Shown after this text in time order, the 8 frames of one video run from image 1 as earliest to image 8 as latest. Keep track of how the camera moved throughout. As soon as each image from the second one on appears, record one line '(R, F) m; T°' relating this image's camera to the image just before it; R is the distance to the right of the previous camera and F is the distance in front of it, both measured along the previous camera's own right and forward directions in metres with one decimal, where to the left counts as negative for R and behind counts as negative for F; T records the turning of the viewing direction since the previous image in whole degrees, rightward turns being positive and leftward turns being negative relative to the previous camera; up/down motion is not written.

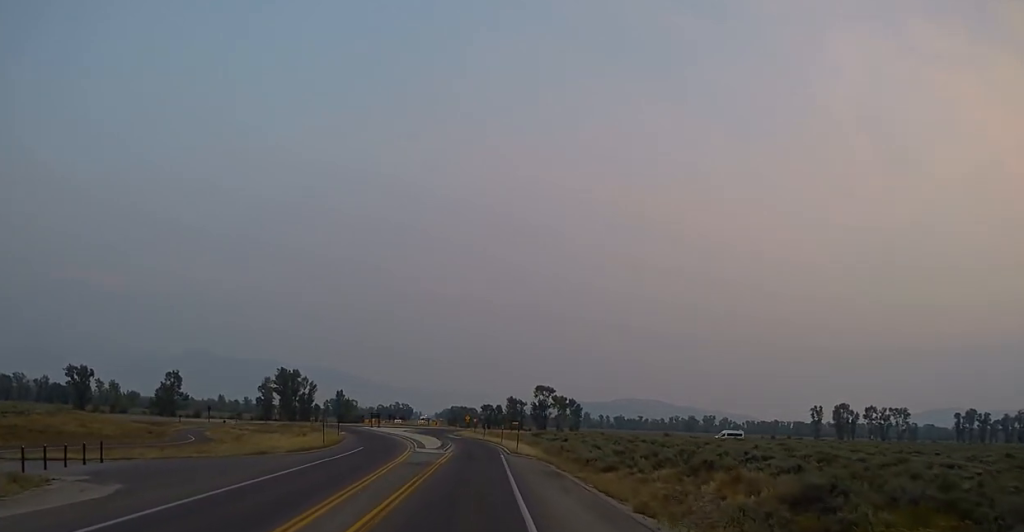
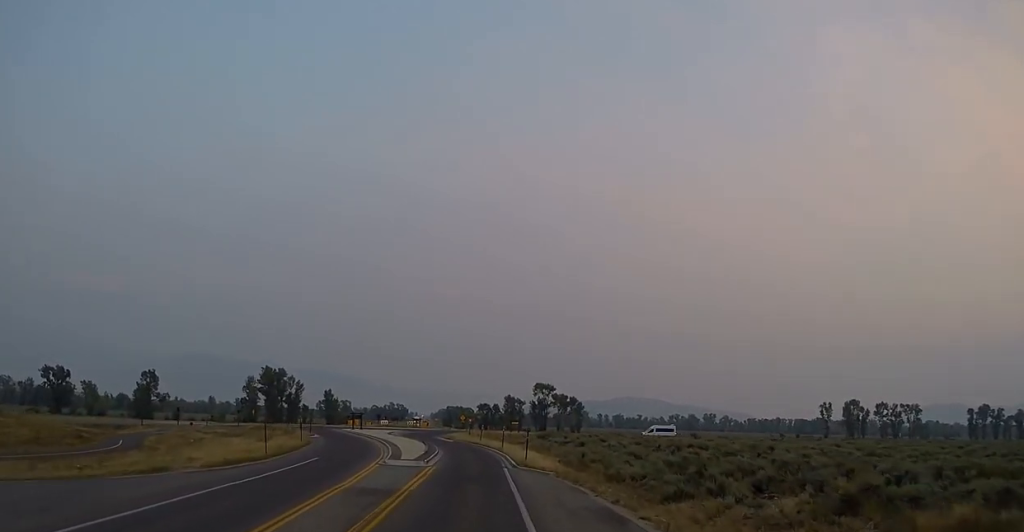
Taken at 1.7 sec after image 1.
(+0.3, +12.3) m; -1°
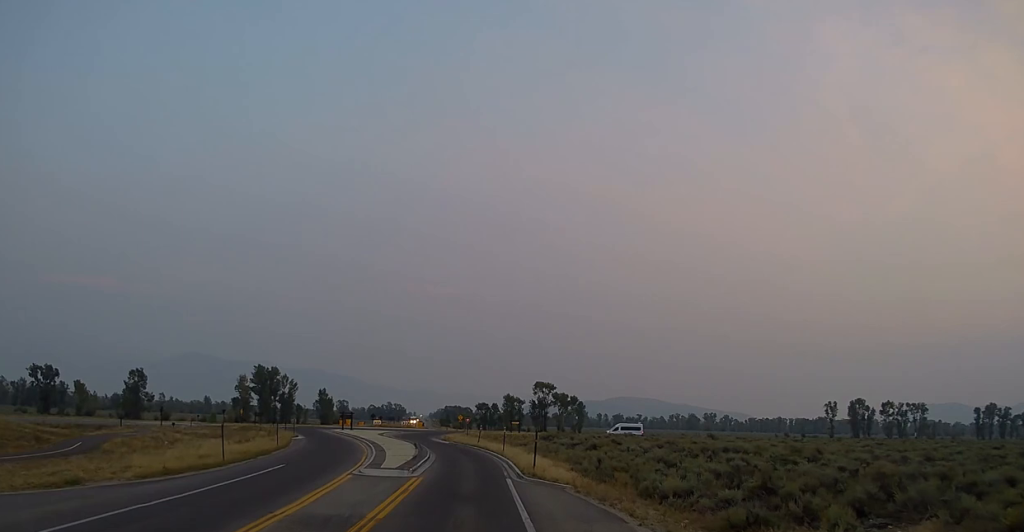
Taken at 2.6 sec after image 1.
(-0.1, +6.0) m; -1°
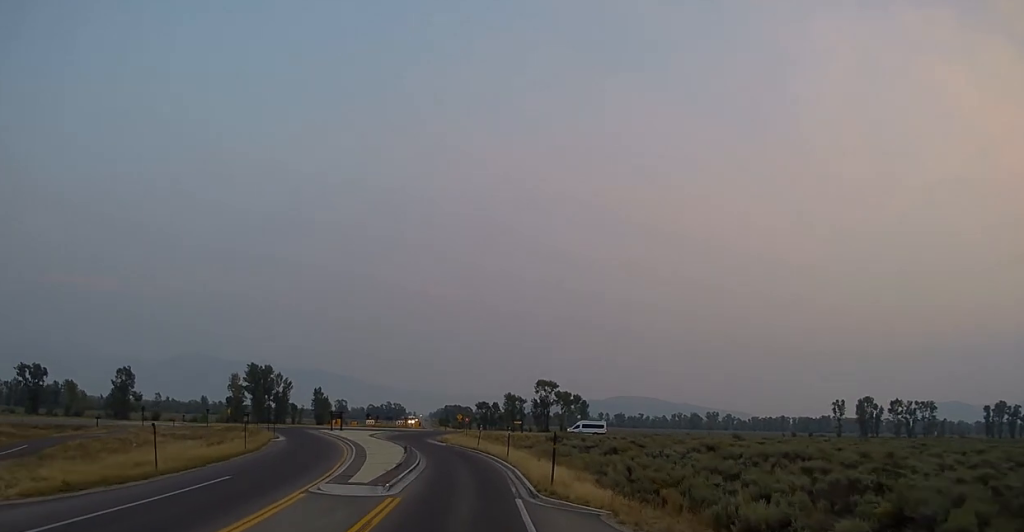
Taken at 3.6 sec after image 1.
(0.0, +6.8) m; +2°
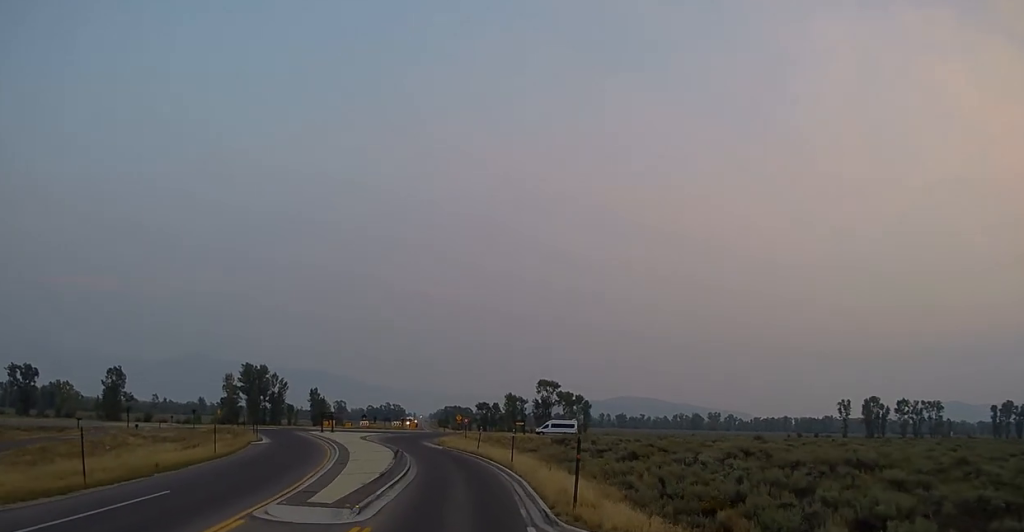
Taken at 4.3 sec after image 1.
(+0.2, +5.1) m; 0°
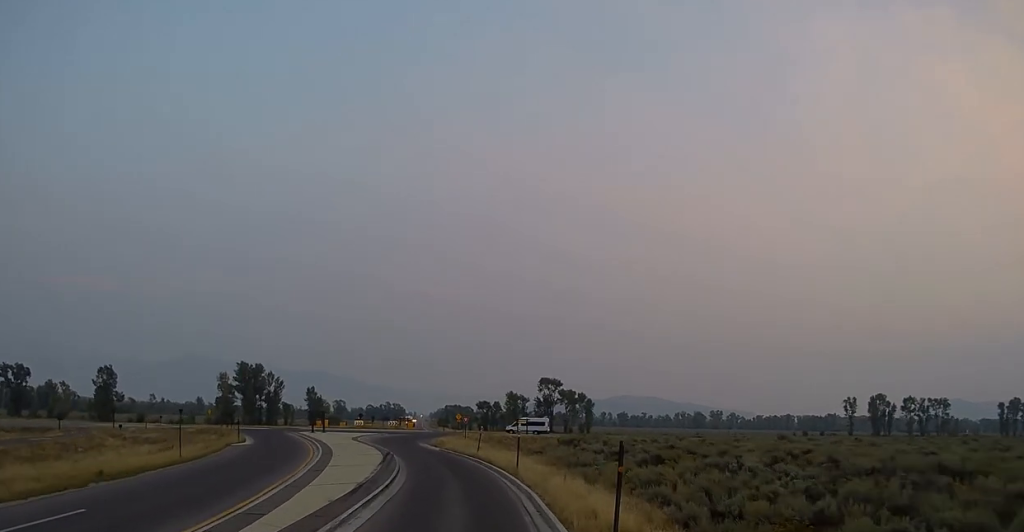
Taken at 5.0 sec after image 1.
(+0.1, +4.7) m; 0°
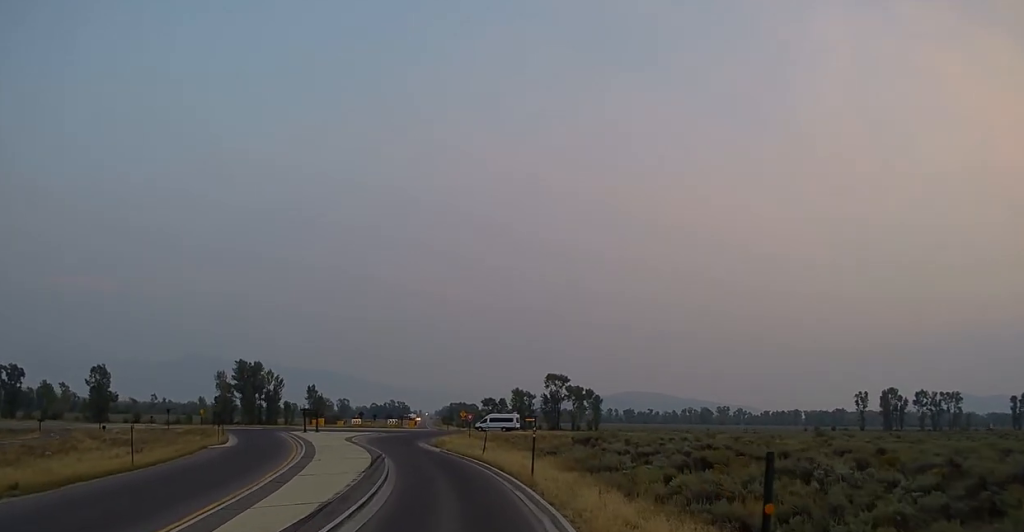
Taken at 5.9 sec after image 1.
(-0.1, +5.4) m; -2°
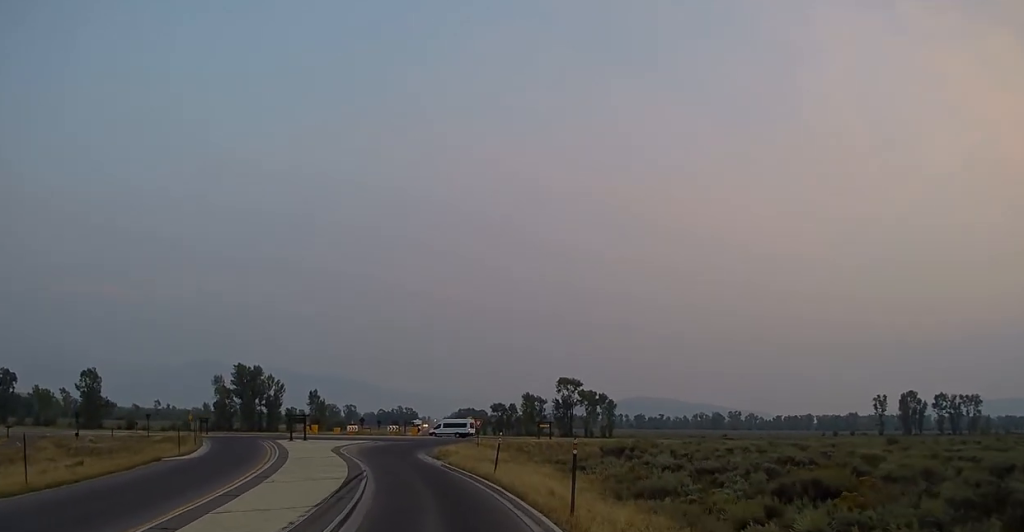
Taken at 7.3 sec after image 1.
(-0.1, +7.8) m; +3°
